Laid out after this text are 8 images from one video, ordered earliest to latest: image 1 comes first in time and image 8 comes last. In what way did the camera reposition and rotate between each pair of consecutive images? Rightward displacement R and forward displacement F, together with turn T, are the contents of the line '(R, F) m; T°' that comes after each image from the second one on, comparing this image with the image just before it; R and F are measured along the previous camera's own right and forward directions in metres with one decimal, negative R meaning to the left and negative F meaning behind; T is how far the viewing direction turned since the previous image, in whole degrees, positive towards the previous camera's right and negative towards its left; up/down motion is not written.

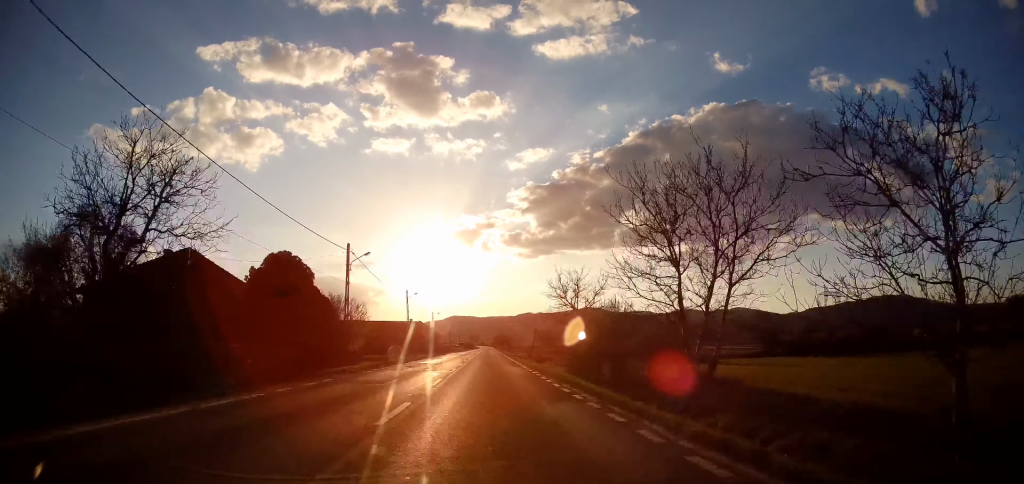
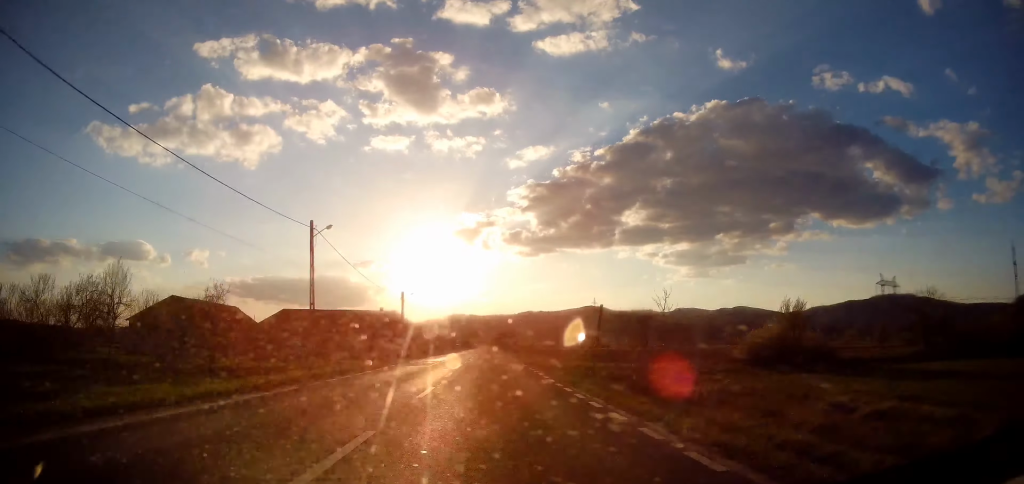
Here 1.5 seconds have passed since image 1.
(+0.8, +36.1) m; 0°
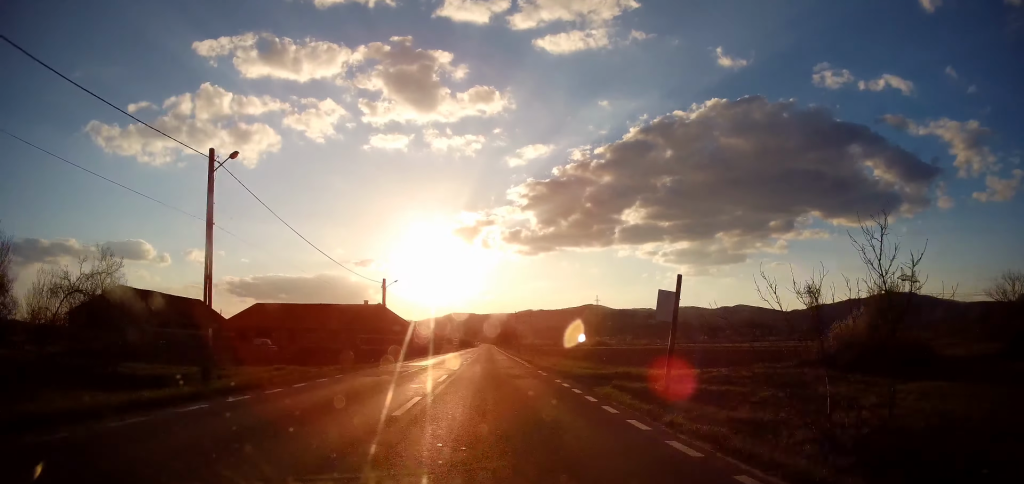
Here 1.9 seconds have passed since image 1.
(-0.4, +11.4) m; -1°
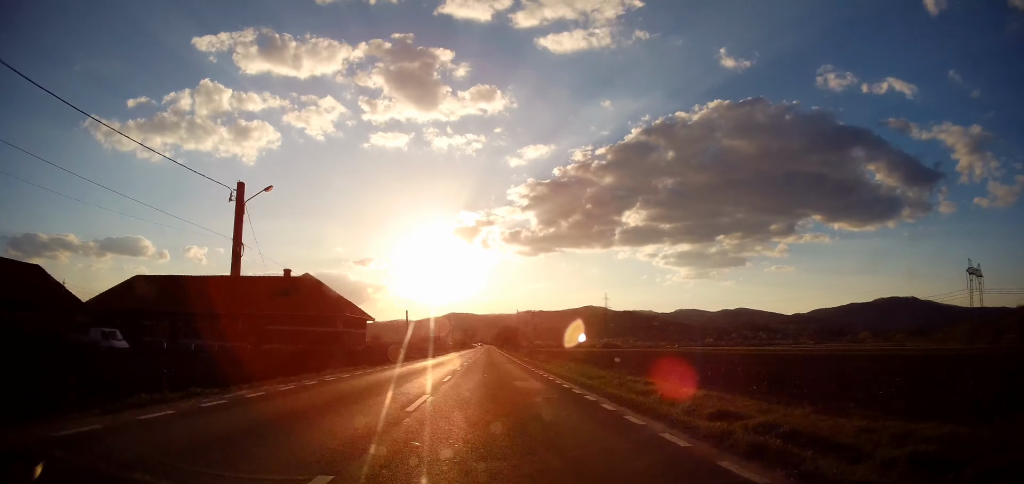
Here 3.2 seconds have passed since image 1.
(+0.1, +31.5) m; 0°
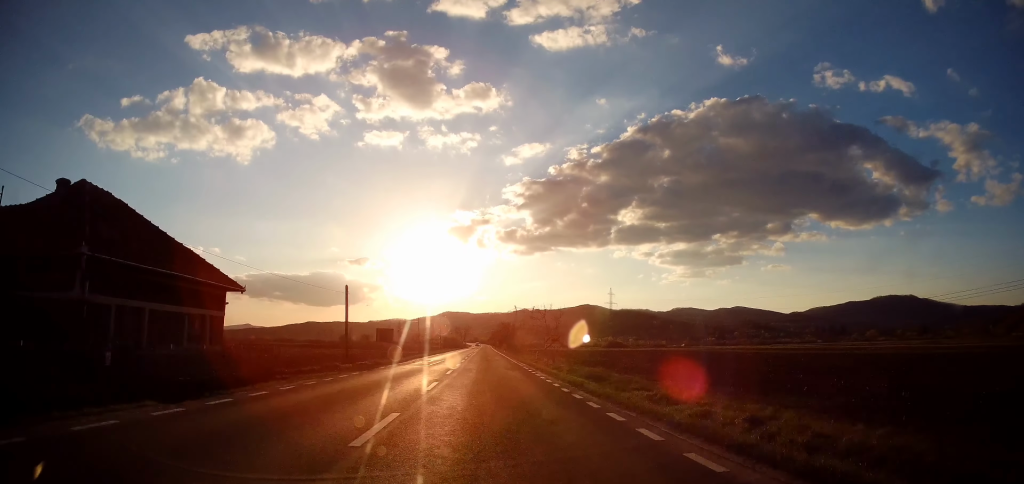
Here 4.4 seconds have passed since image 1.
(-0.1, +27.3) m; +1°
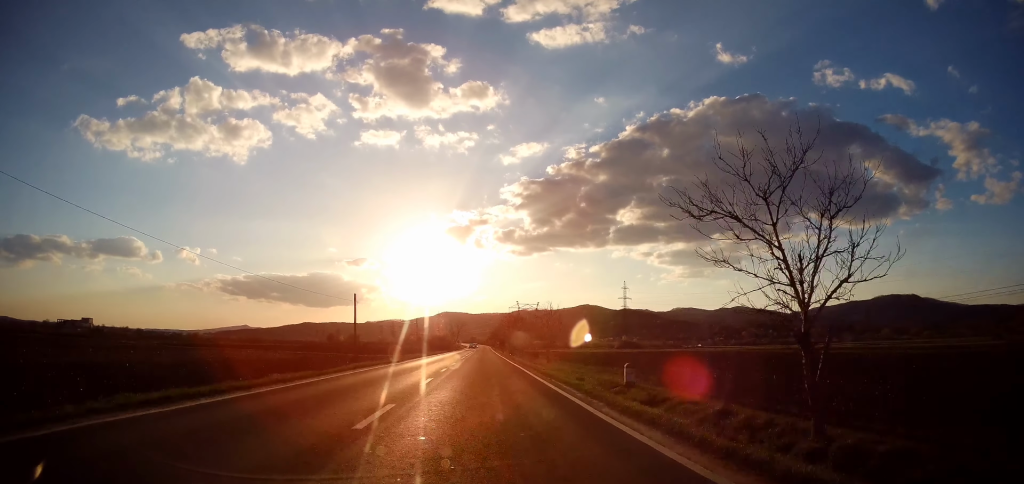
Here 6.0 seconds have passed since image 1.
(+0.1, +38.7) m; 0°
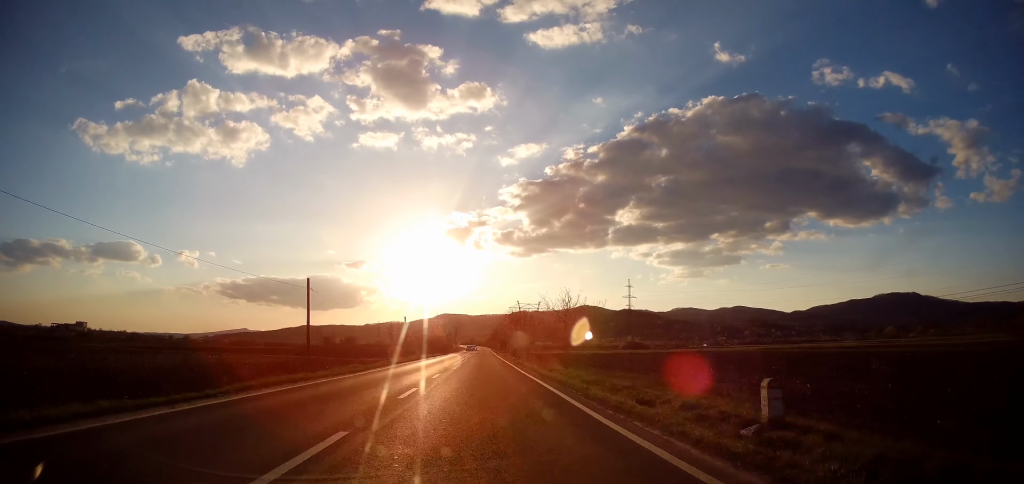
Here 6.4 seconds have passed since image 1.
(0.0, +11.4) m; 0°
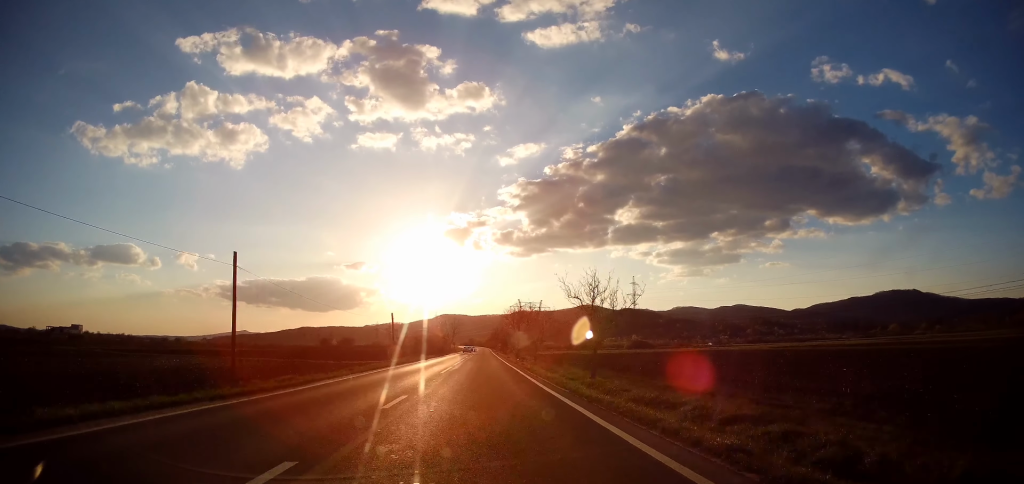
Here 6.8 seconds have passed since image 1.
(0.0, +9.8) m; 0°
